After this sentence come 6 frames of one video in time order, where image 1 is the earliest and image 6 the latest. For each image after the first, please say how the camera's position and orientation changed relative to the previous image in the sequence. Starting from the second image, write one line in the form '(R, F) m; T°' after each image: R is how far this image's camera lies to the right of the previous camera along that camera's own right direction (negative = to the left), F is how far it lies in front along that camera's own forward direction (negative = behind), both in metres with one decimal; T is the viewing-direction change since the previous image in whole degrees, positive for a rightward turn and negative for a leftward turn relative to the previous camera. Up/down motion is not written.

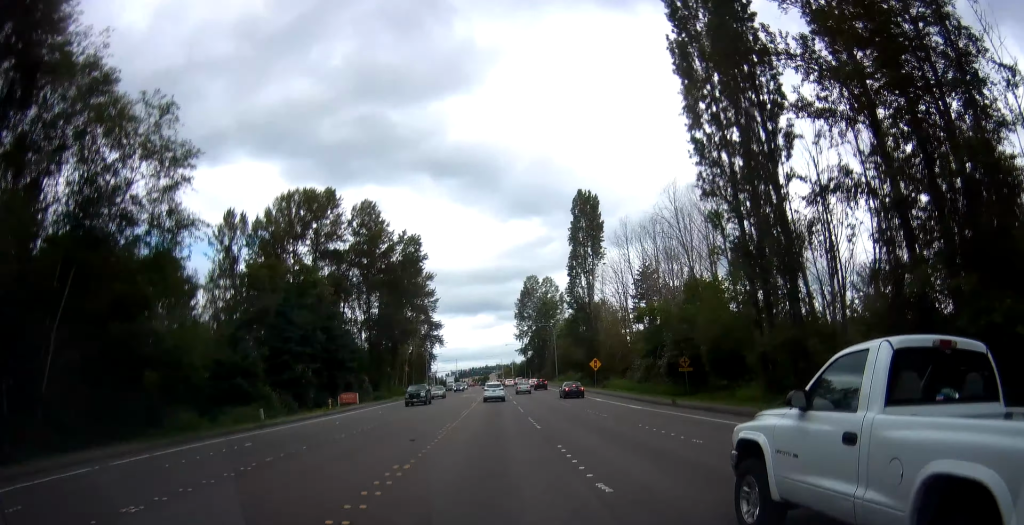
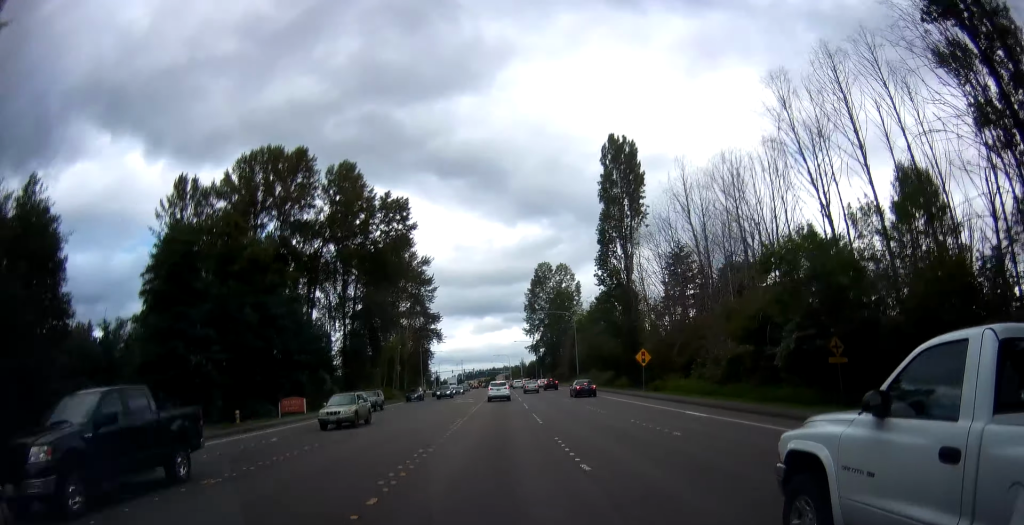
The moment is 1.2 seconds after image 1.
(-0.6, +22.7) m; +1°
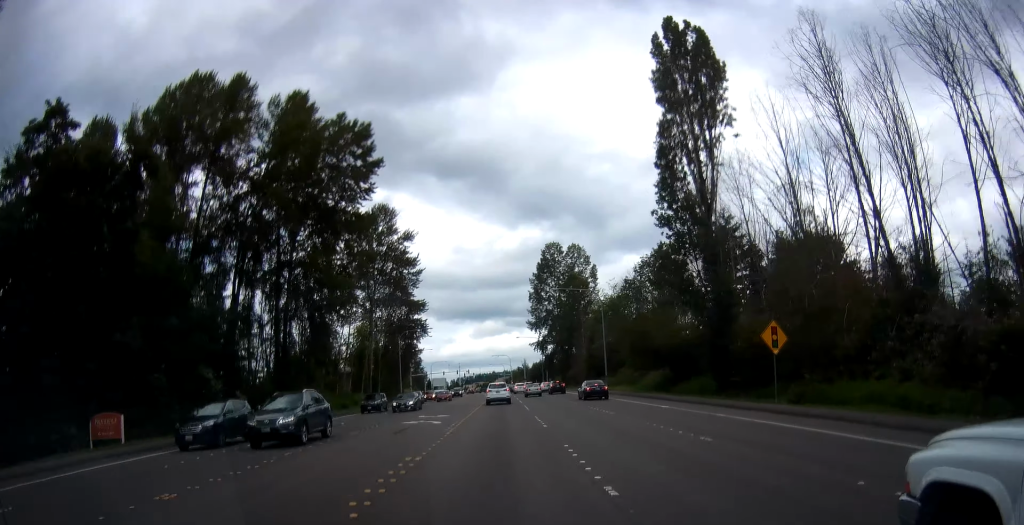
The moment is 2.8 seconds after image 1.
(+1.2, +26.8) m; +2°
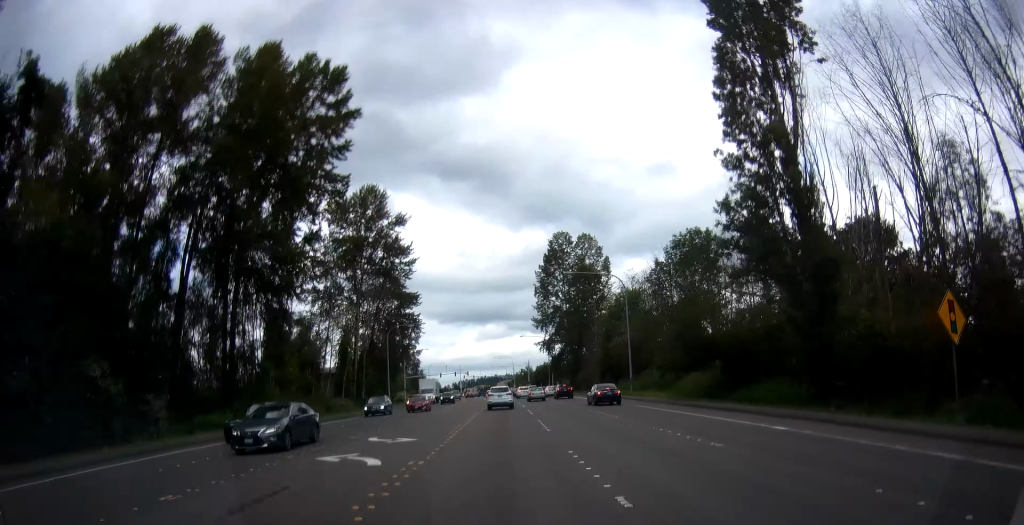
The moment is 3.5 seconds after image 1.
(-0.1, +12.6) m; -1°
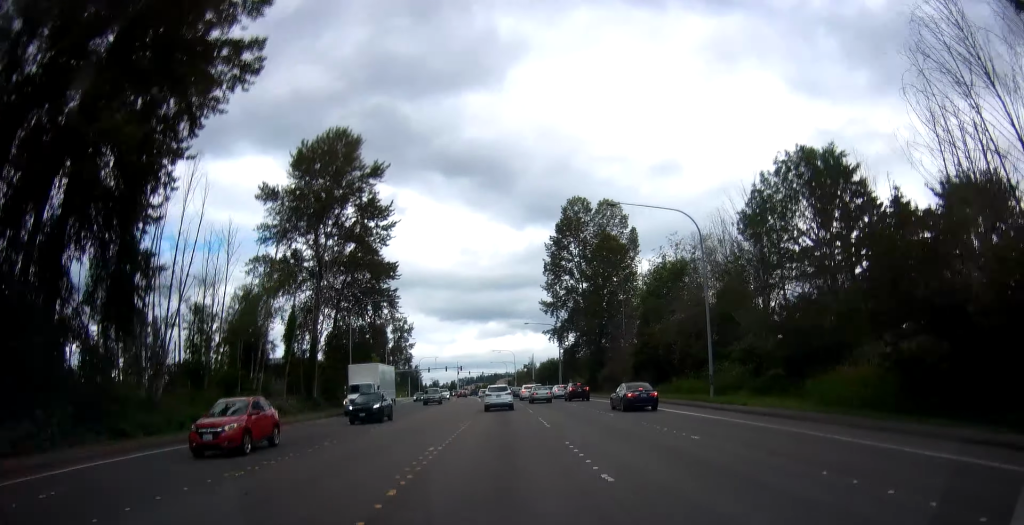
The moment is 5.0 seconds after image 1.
(-0.2, +22.6) m; -2°
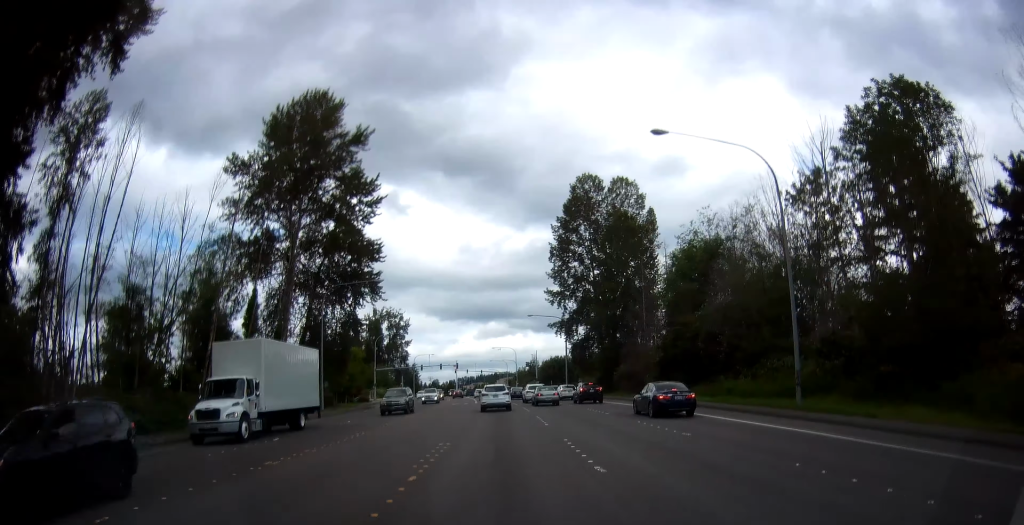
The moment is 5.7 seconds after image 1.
(-0.1, +11.2) m; 0°
